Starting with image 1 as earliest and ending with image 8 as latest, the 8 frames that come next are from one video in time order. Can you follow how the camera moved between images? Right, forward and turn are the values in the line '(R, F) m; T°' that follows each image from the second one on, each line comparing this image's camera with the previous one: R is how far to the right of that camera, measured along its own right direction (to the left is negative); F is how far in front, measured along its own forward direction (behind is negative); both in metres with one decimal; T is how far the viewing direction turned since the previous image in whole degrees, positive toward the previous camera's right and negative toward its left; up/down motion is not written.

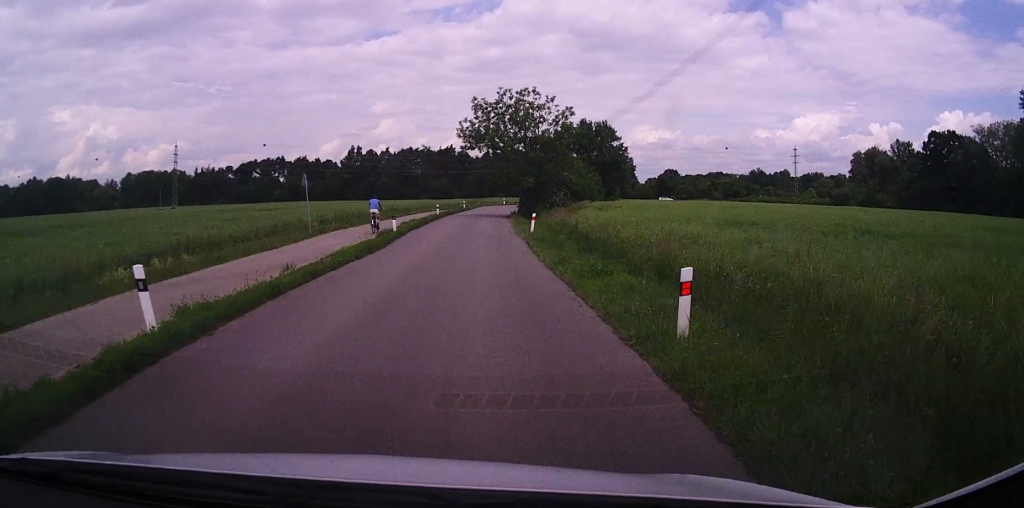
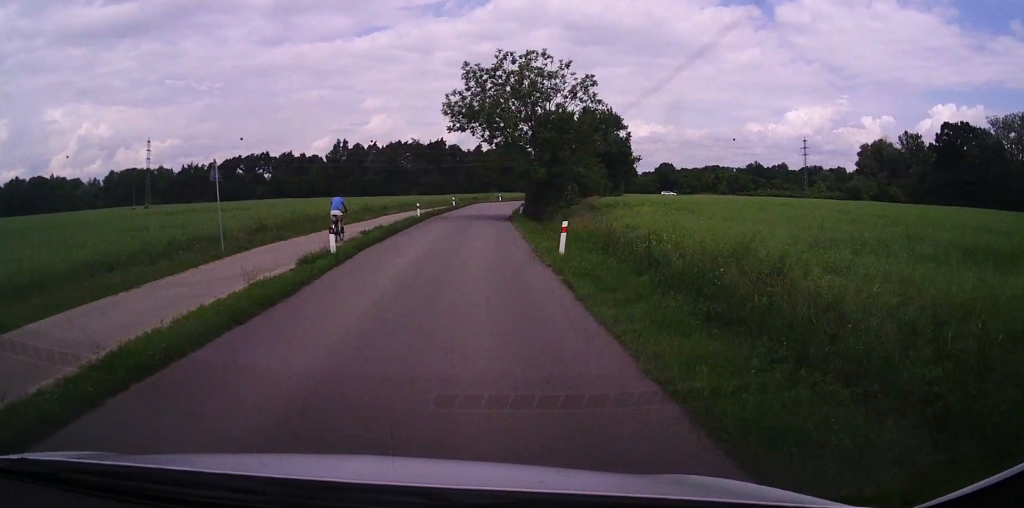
(+0.5, +11.3) m; +3°
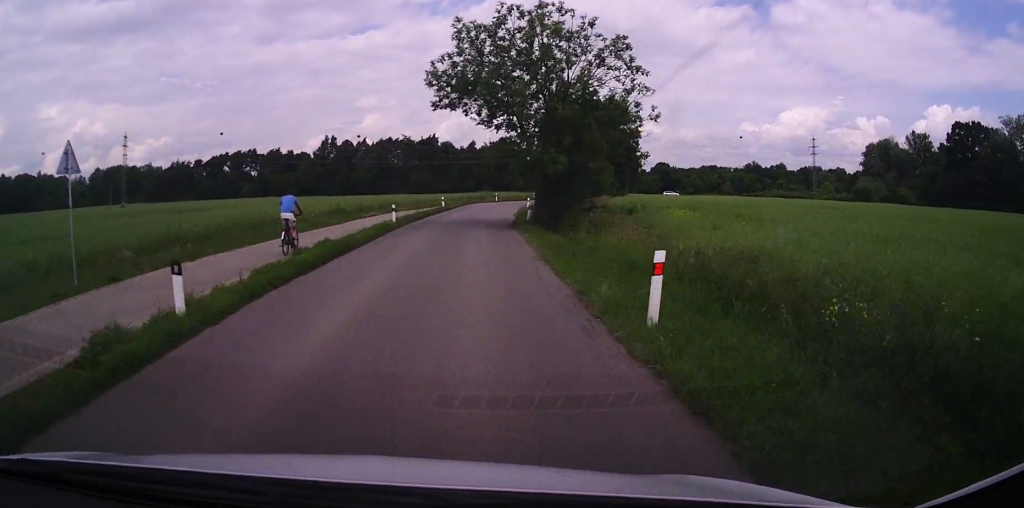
(+0.2, +9.2) m; +2°
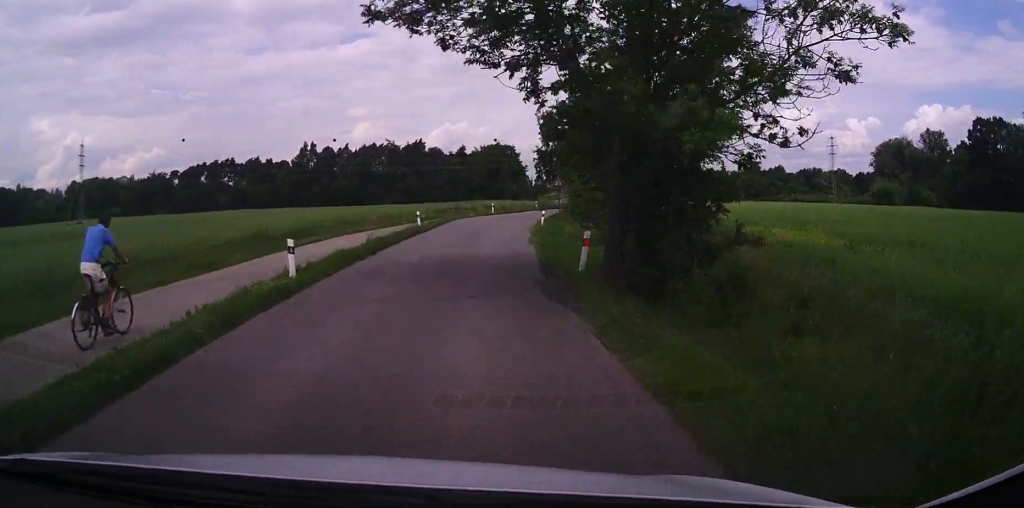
(+0.4, +16.2) m; +1°
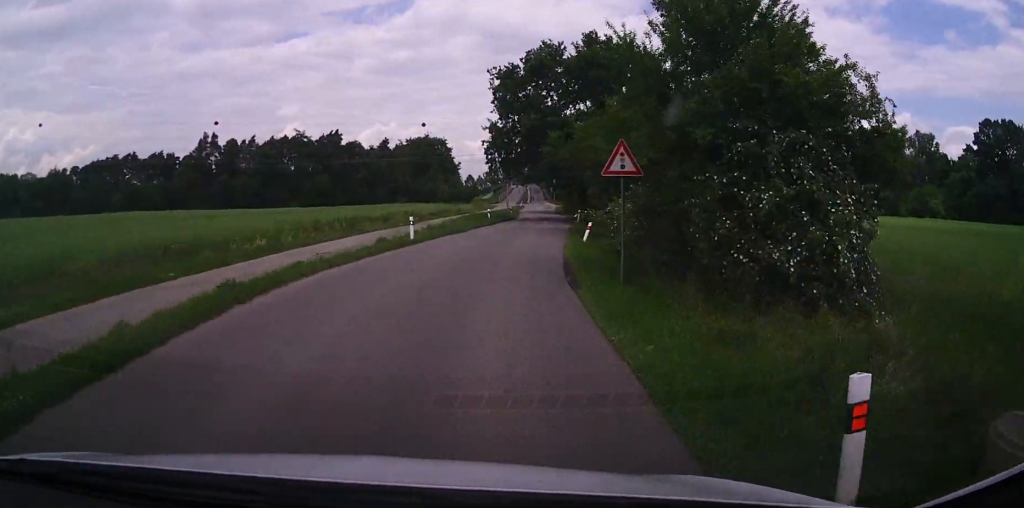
(+0.3, +32.5) m; +1°
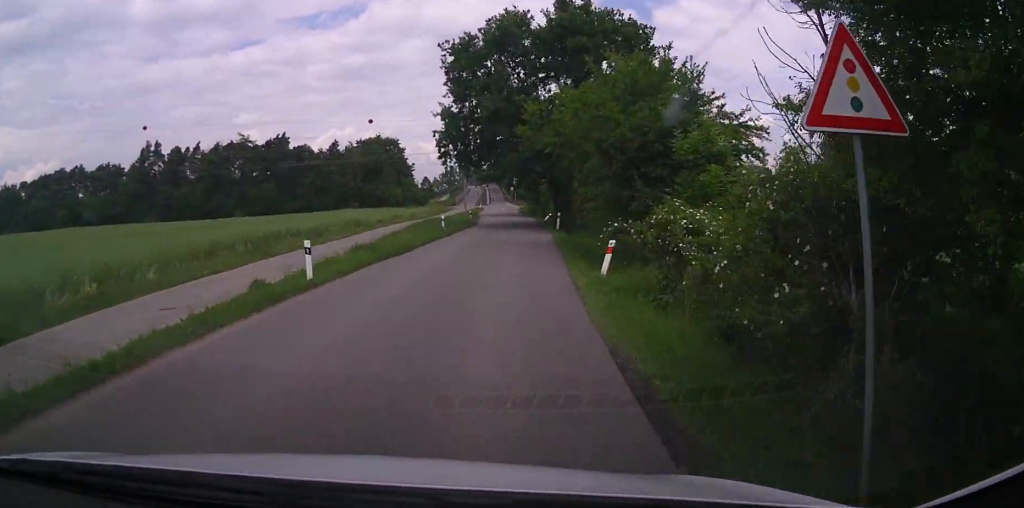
(-0.1, +10.2) m; +3°
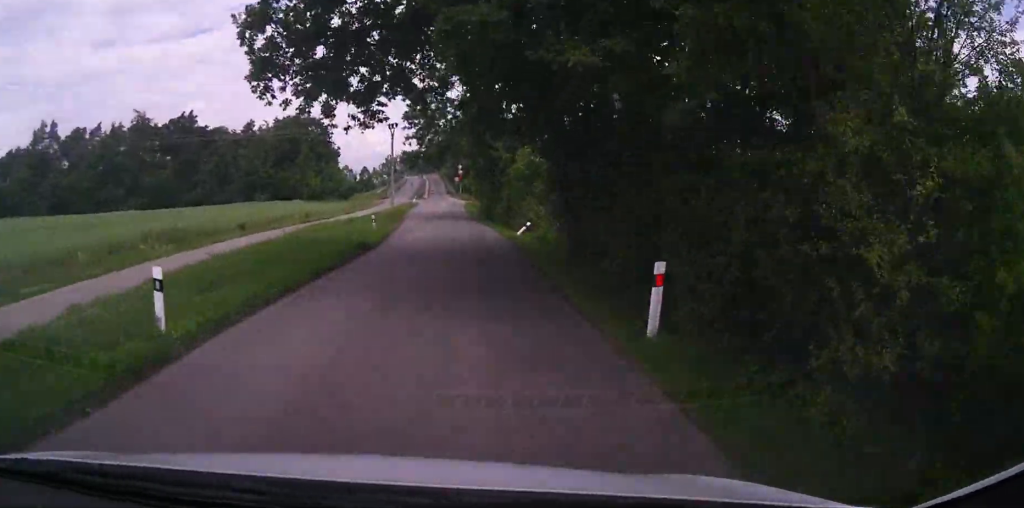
(+2.2, +27.9) m; +9°
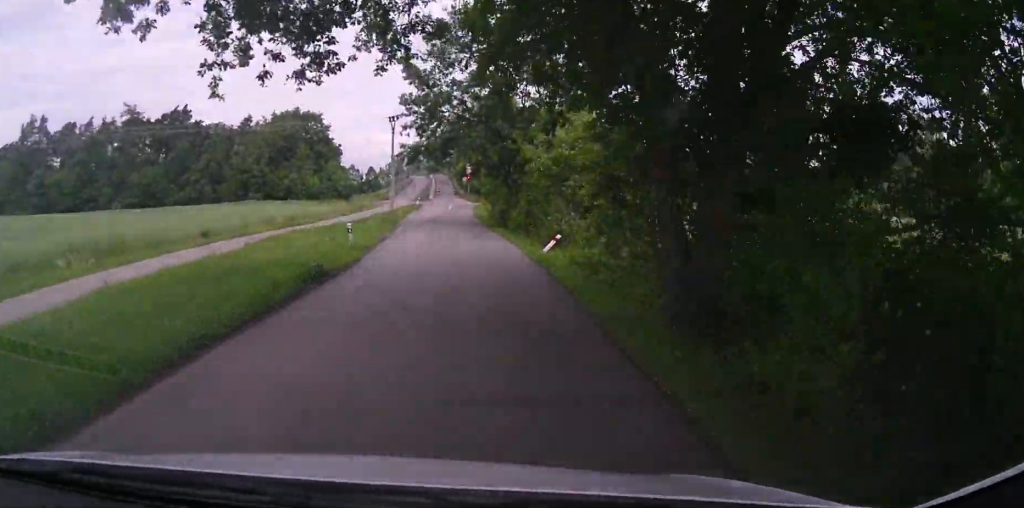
(+0.3, +7.7) m; +2°
